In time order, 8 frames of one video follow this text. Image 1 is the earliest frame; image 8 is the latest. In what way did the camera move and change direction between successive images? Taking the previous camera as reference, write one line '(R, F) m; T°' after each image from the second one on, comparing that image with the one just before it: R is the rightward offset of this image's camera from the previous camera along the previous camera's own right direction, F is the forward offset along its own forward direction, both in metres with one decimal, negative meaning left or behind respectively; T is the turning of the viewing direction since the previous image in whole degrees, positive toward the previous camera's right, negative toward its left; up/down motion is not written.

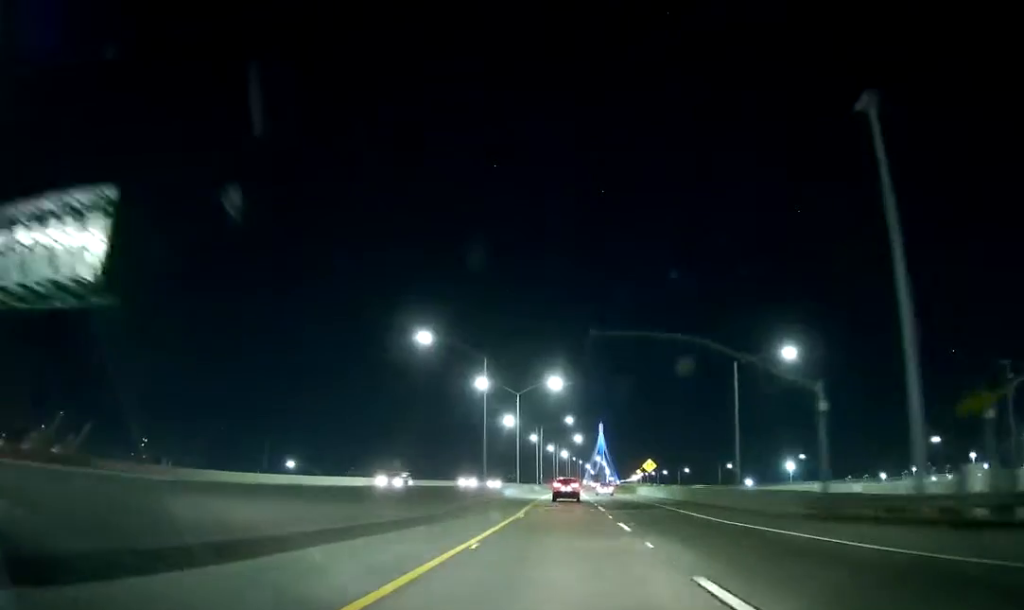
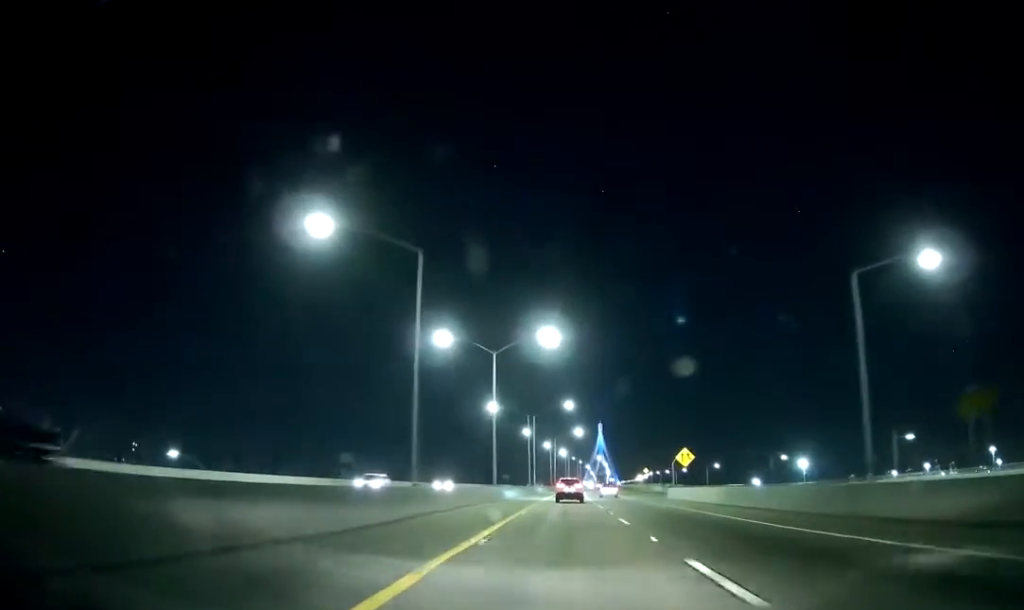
(+0.1, +28.5) m; 0°
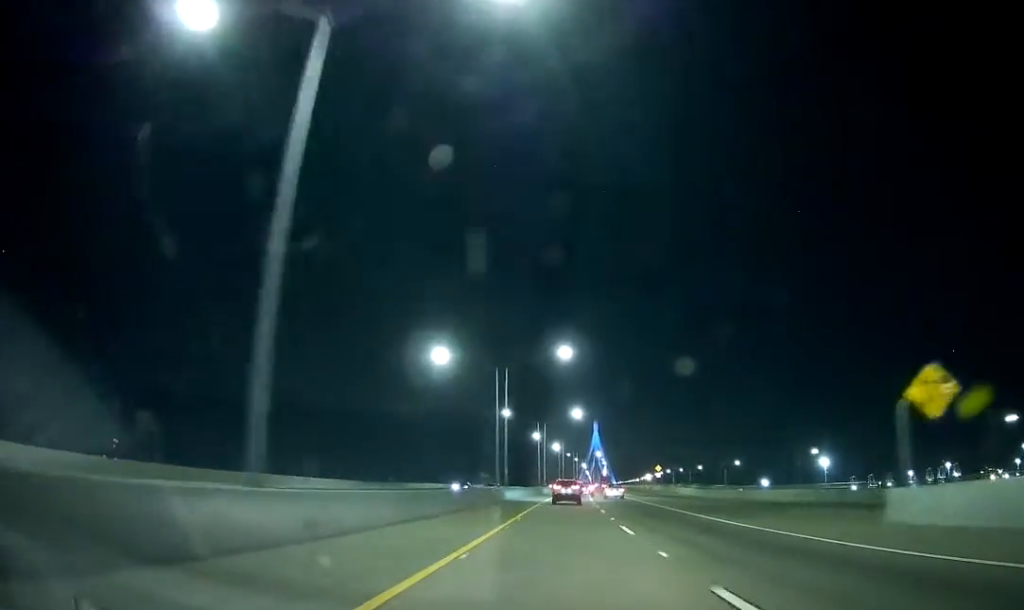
(-0.1, +45.6) m; -1°
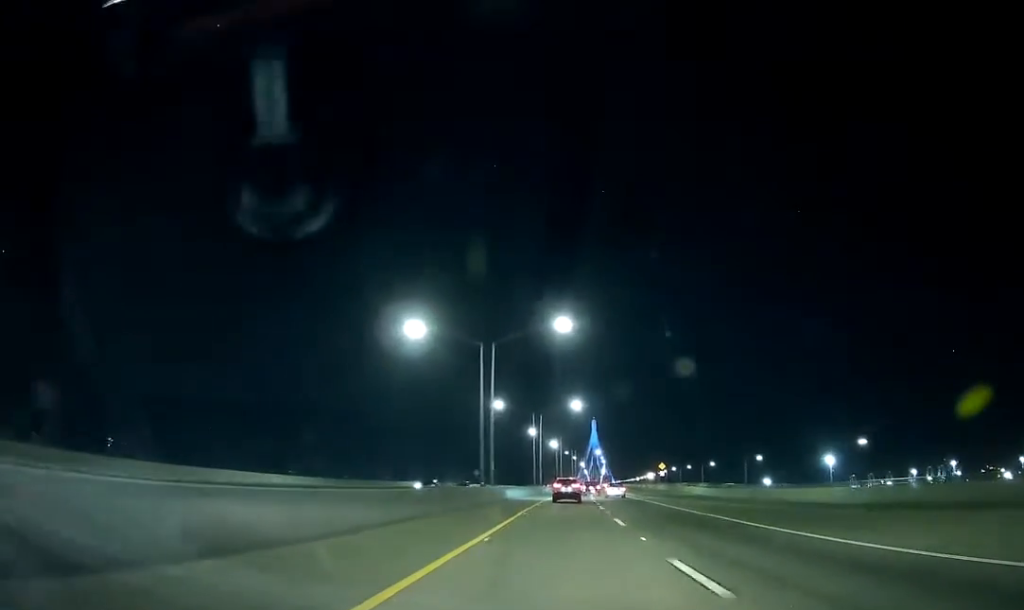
(-0.1, +11.9) m; 0°
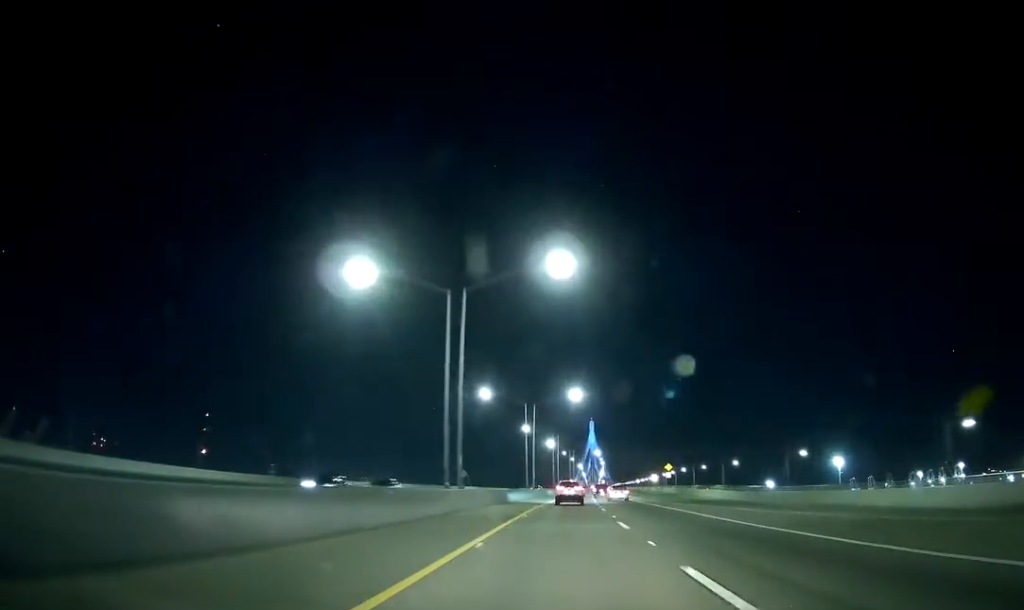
(-0.2, +15.5) m; 0°
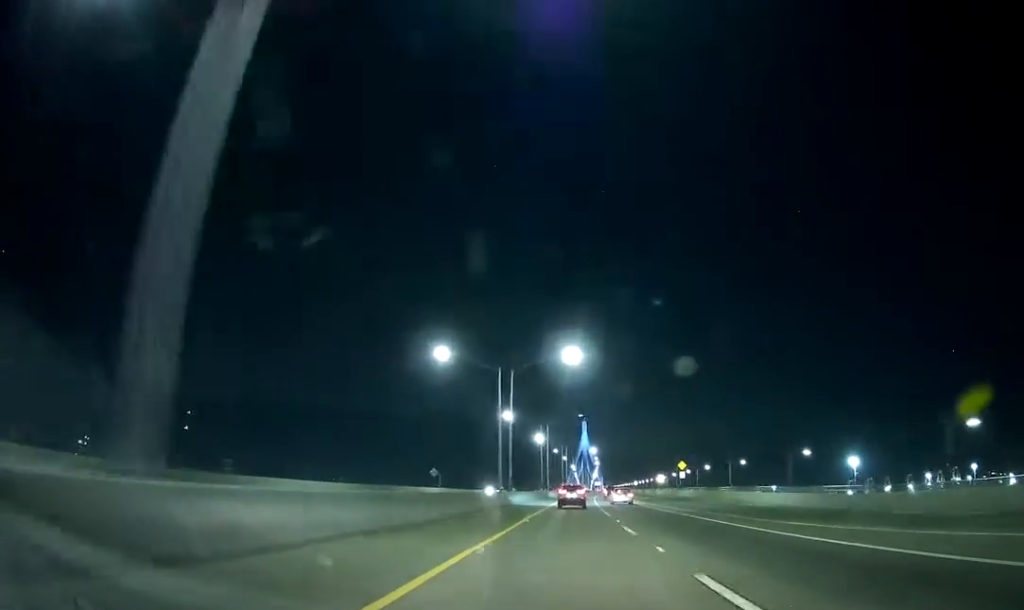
(+0.5, +29.8) m; +1°
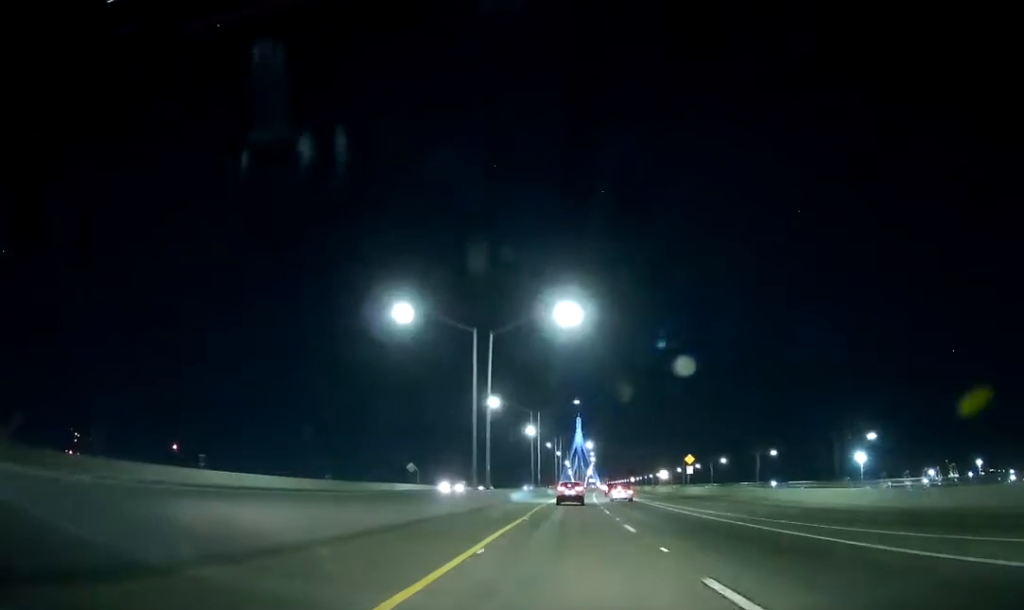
(+0.1, +15.3) m; 0°
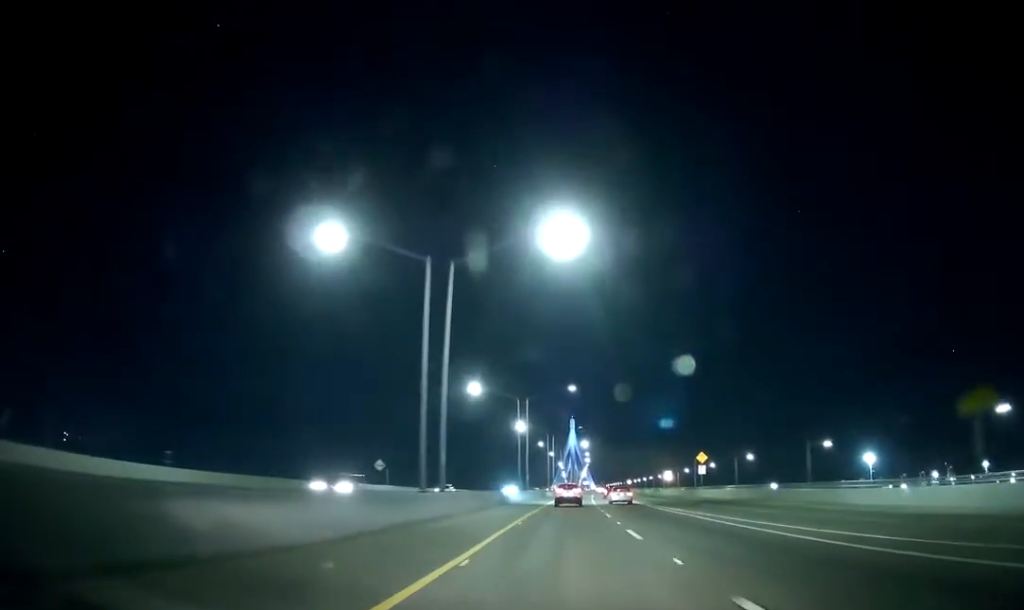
(0.0, +16.1) m; 0°
